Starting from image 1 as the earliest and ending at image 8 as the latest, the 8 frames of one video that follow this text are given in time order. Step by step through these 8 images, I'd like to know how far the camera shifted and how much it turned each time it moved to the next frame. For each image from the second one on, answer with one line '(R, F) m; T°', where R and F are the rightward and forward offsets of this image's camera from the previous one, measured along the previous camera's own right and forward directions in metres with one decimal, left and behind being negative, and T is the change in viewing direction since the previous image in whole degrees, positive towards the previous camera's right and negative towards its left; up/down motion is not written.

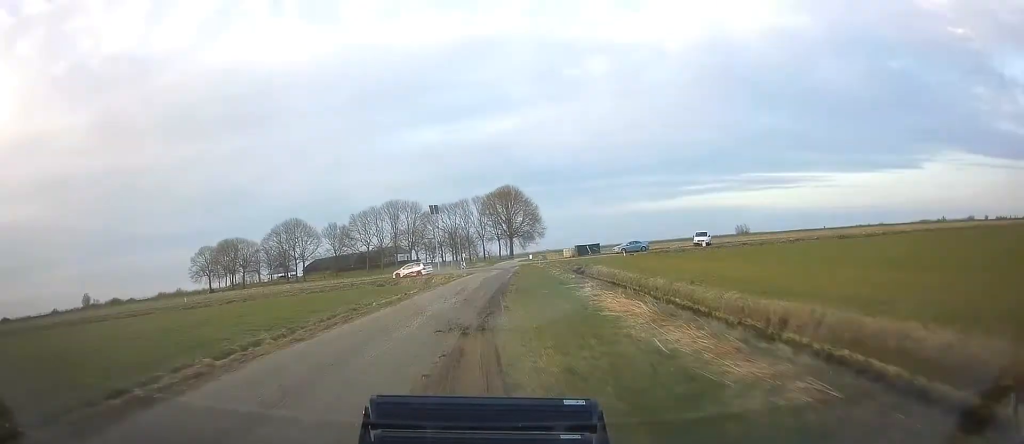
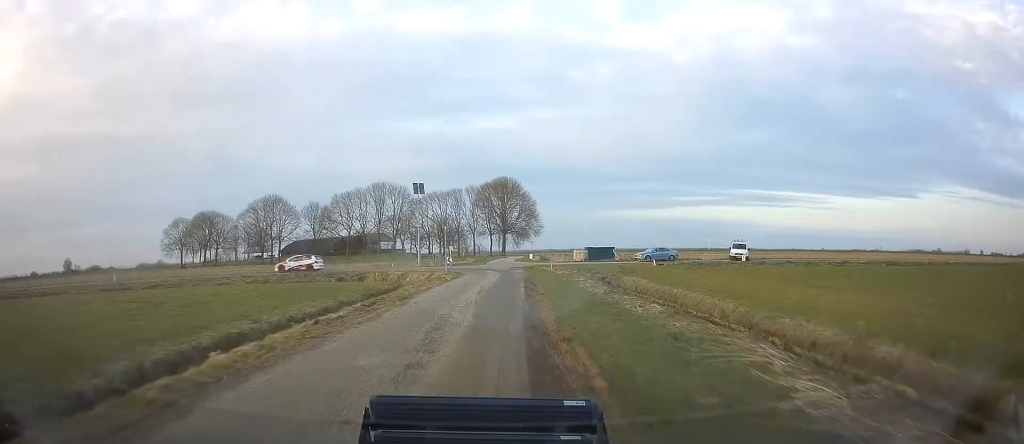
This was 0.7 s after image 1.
(+0.9, +13.2) m; +4°
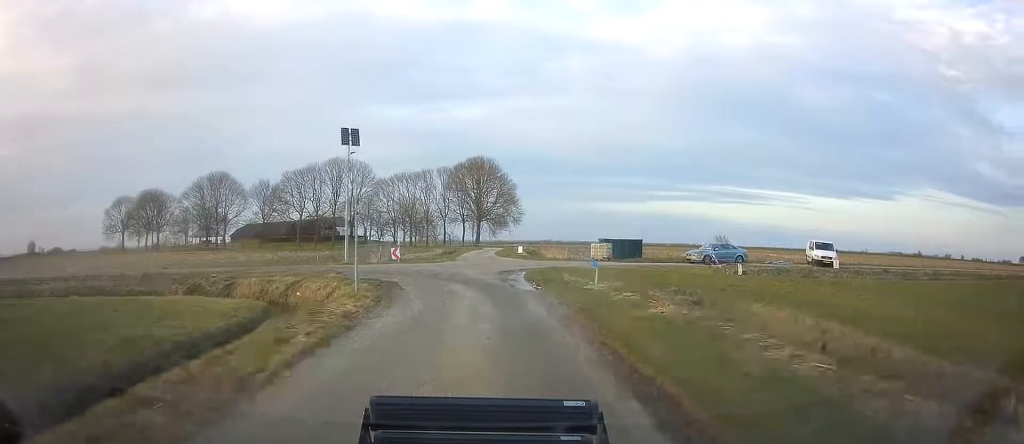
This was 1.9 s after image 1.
(+1.0, +20.4) m; +1°
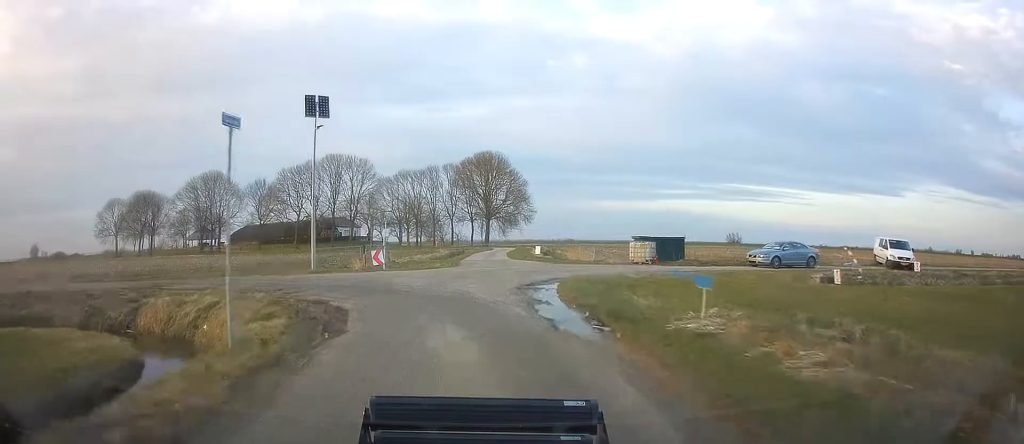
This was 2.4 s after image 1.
(-0.1, +8.1) m; -6°
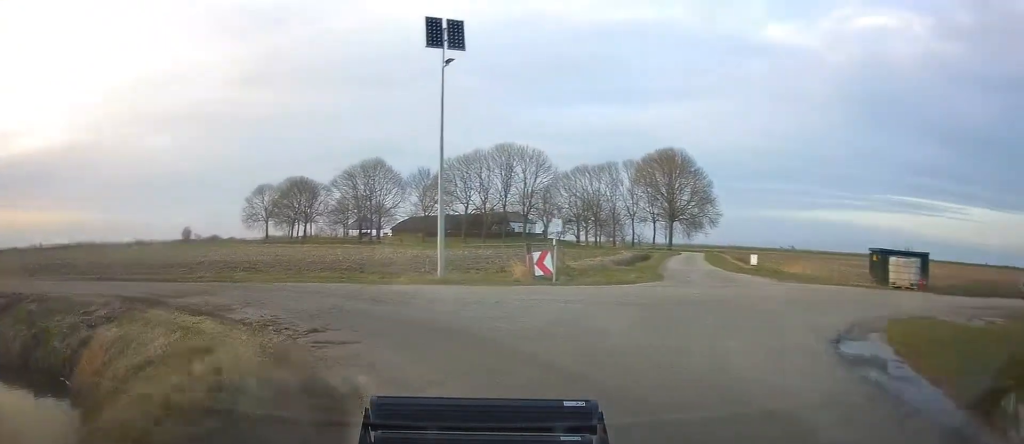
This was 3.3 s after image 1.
(-0.5, +9.8) m; -17°
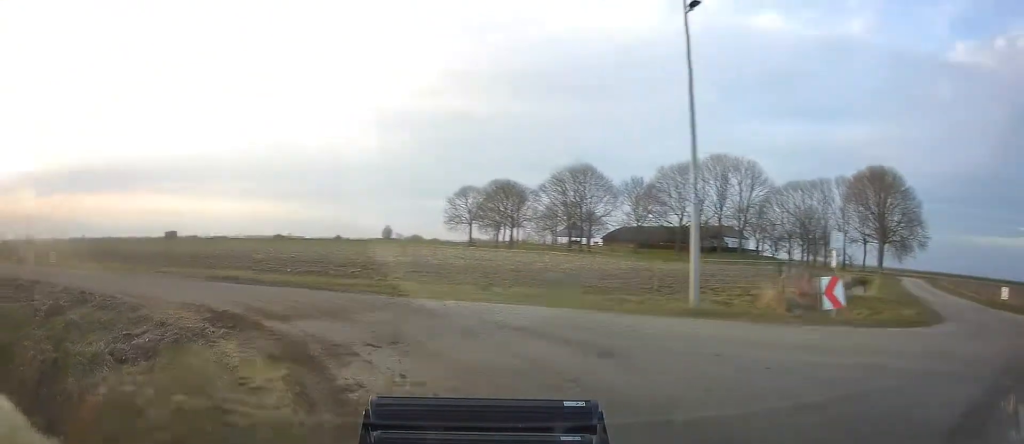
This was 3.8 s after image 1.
(-1.1, +5.2) m; -17°
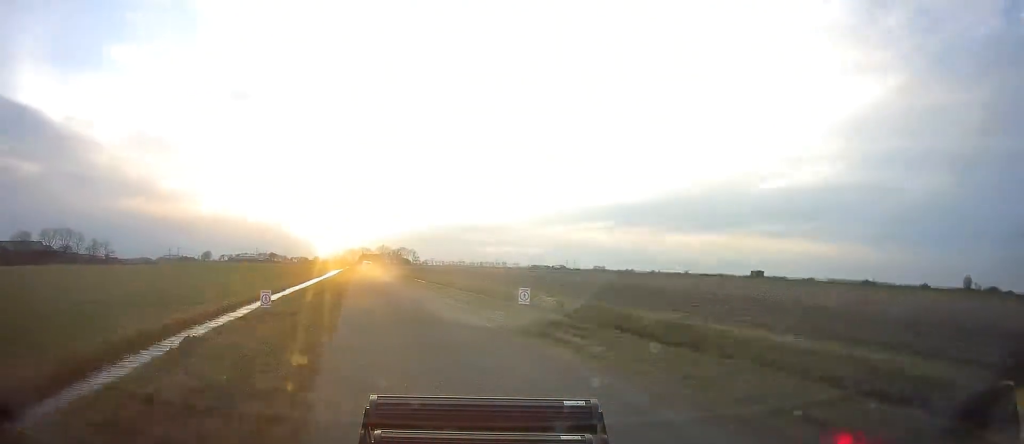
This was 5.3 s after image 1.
(-5.5, +12.8) m; -46°
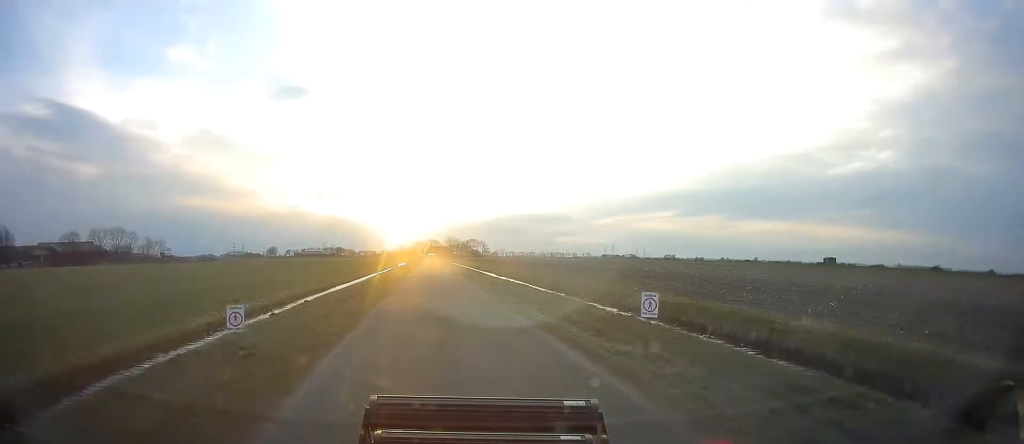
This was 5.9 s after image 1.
(-1.5, +7.1) m; -9°
